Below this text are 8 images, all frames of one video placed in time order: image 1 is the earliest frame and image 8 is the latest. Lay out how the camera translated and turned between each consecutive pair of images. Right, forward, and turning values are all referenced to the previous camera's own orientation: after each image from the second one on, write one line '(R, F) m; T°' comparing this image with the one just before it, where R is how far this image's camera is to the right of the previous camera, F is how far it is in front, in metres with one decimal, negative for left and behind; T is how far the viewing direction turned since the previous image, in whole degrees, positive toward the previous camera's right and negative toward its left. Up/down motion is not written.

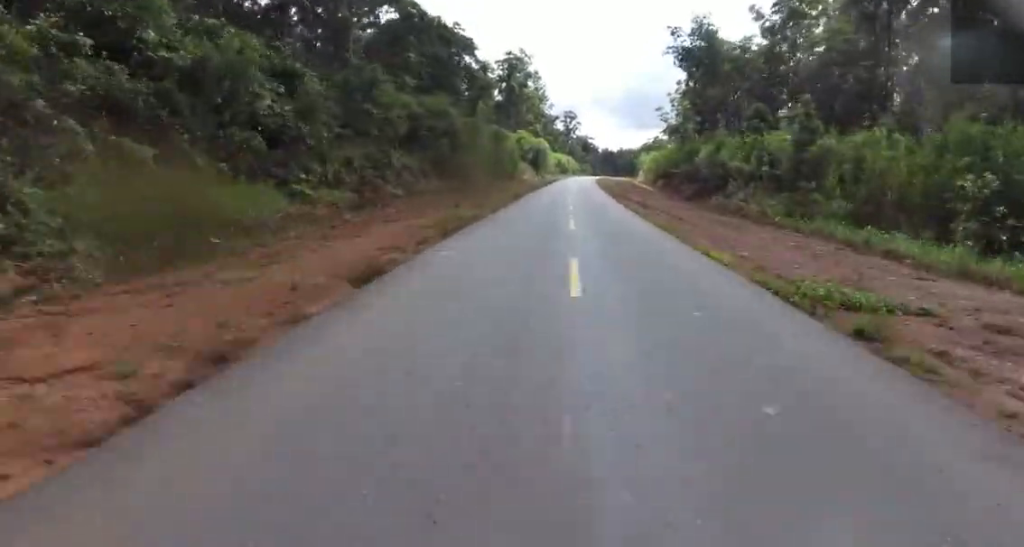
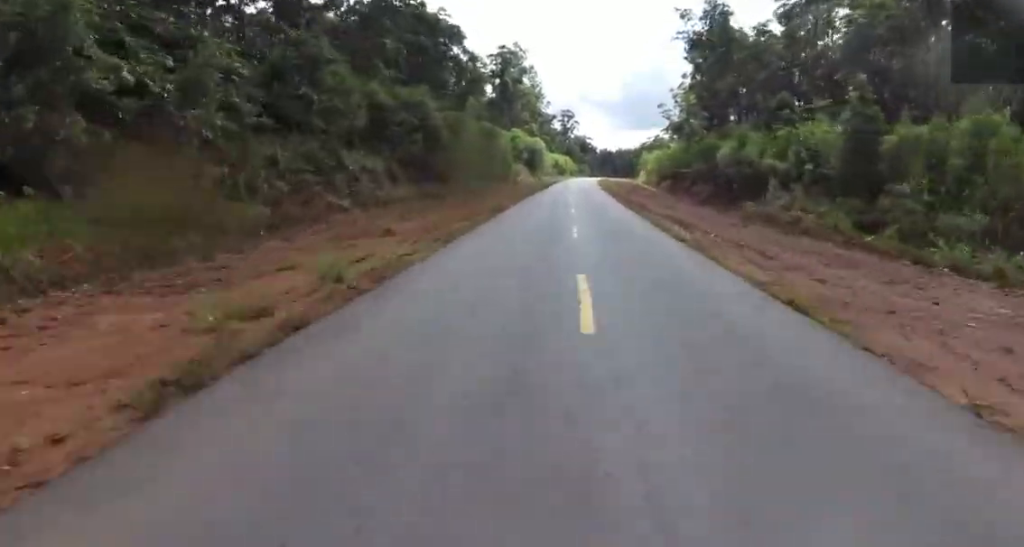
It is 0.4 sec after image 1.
(+0.6, +8.6) m; 0°
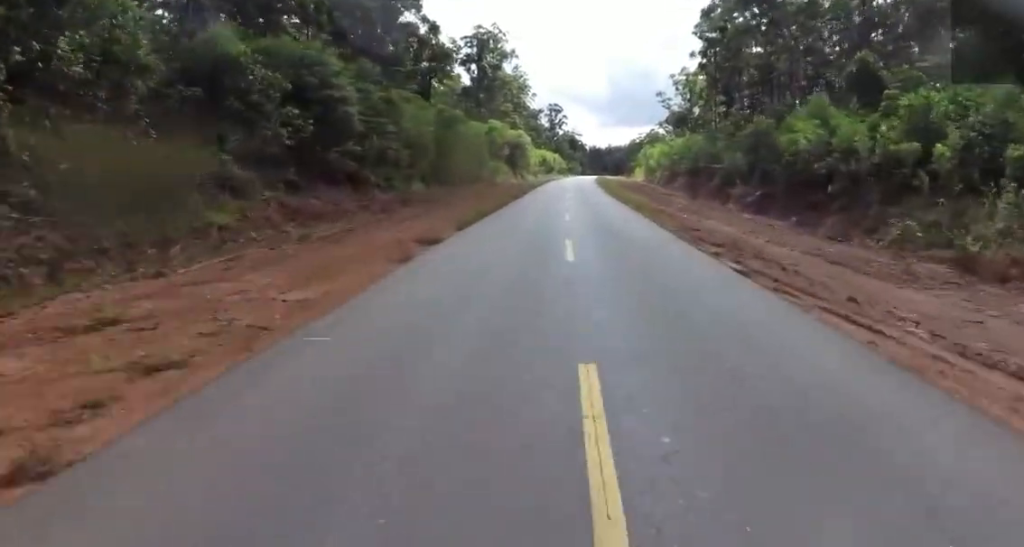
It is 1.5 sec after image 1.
(-0.2, +21.4) m; 0°
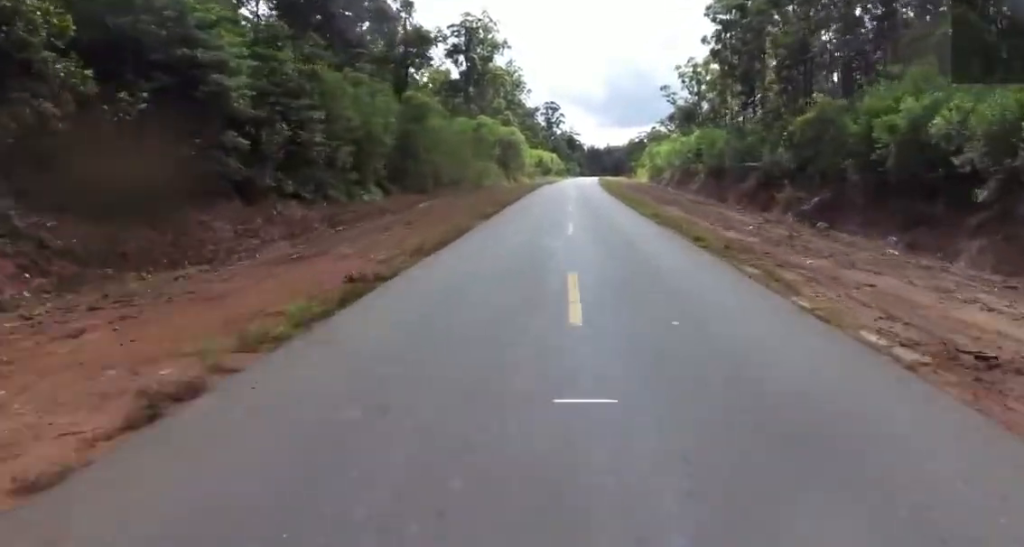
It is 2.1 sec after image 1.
(-0.4, +11.4) m; +1°
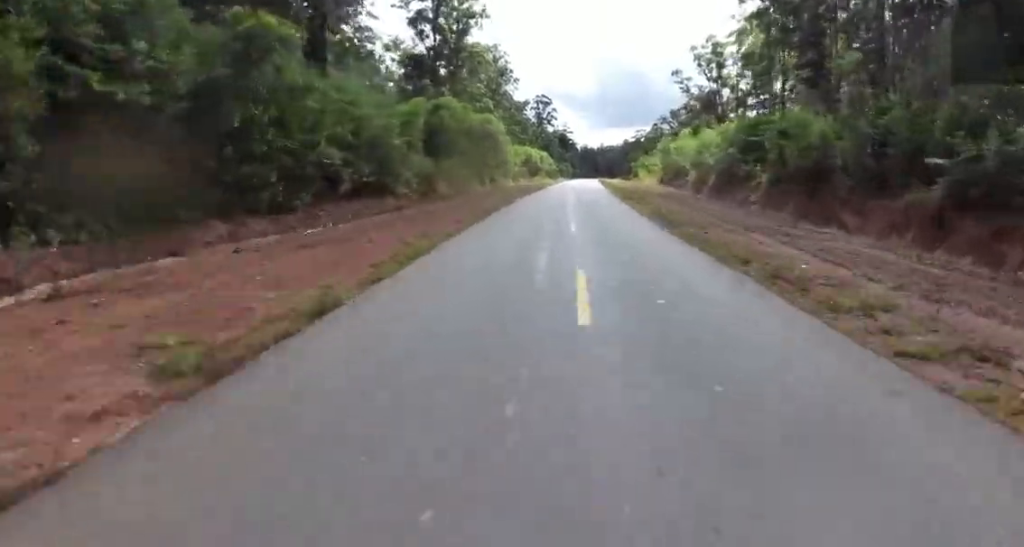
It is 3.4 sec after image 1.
(+1.6, +25.7) m; +3°
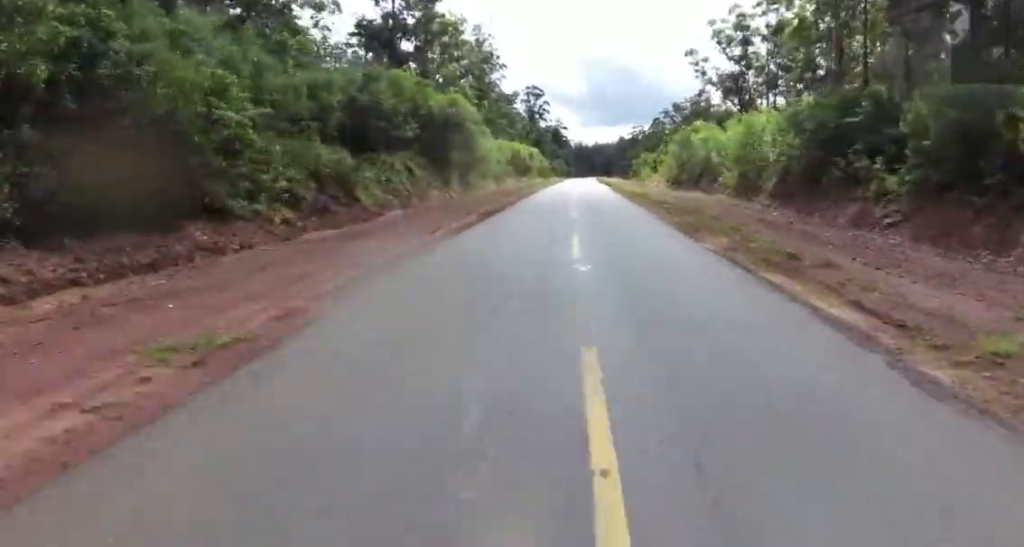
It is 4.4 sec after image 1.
(0.0, +20.2) m; -2°
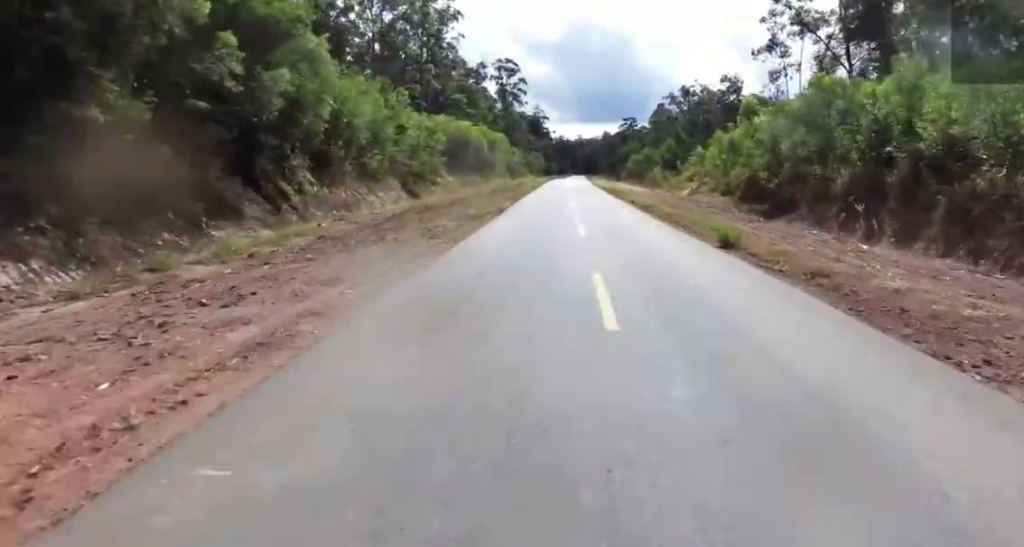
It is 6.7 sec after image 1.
(-1.3, +44.0) m; +1°
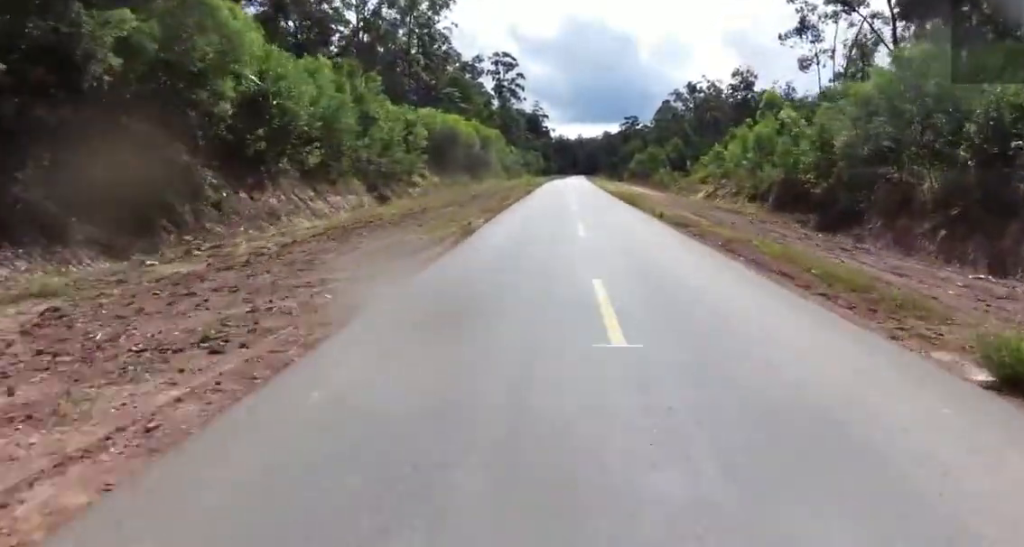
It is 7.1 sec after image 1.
(+0.2, +8.3) m; +1°
